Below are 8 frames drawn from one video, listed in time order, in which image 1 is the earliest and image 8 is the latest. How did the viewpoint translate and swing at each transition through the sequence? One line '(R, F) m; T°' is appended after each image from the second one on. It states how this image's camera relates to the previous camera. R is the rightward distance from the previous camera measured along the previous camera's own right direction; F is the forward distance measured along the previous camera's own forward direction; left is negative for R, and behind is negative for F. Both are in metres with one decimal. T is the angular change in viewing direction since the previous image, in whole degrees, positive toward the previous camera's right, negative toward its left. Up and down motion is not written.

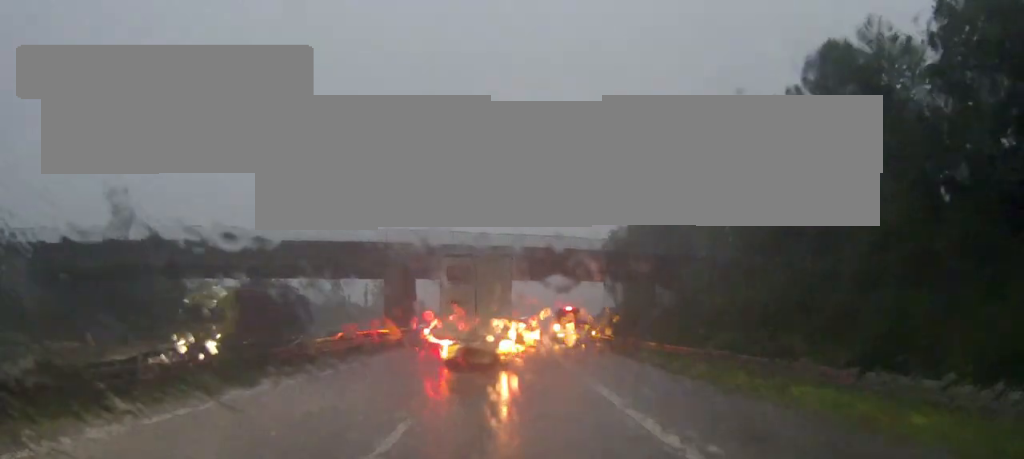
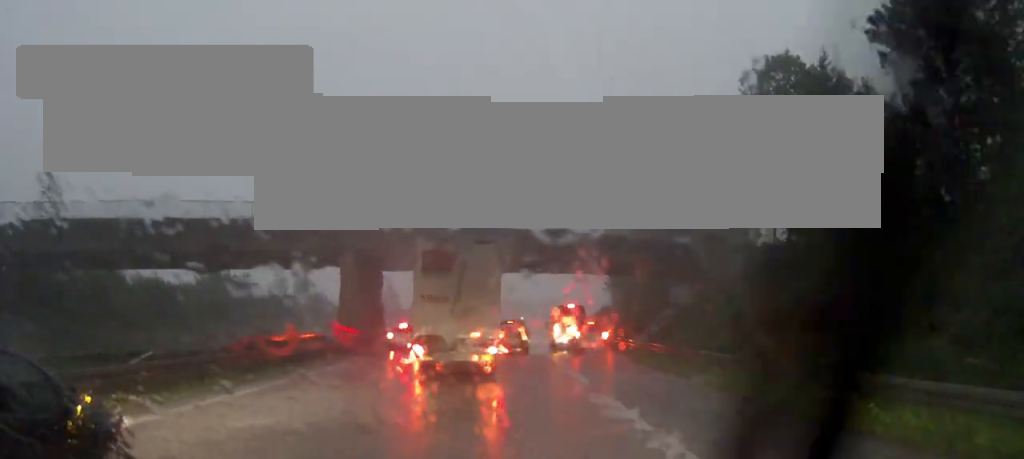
(+0.1, +9.8) m; +2°
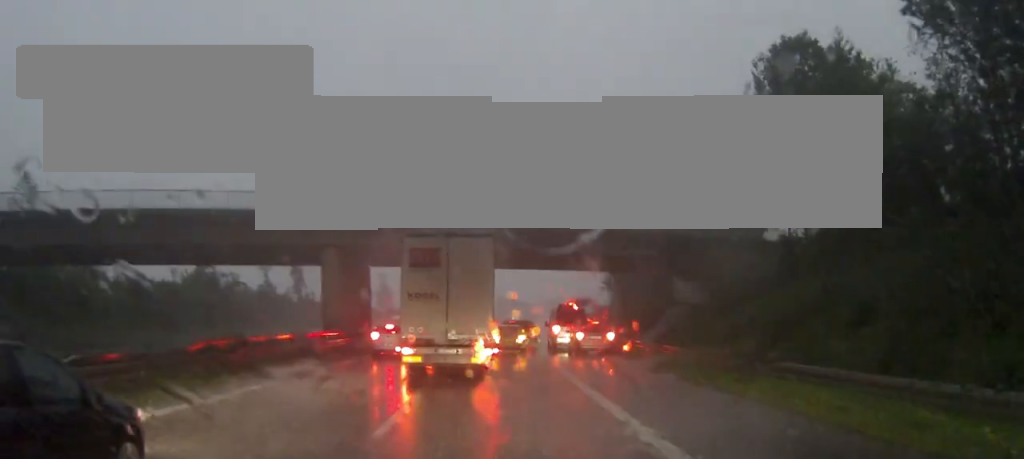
(0.0, +3.0) m; 0°
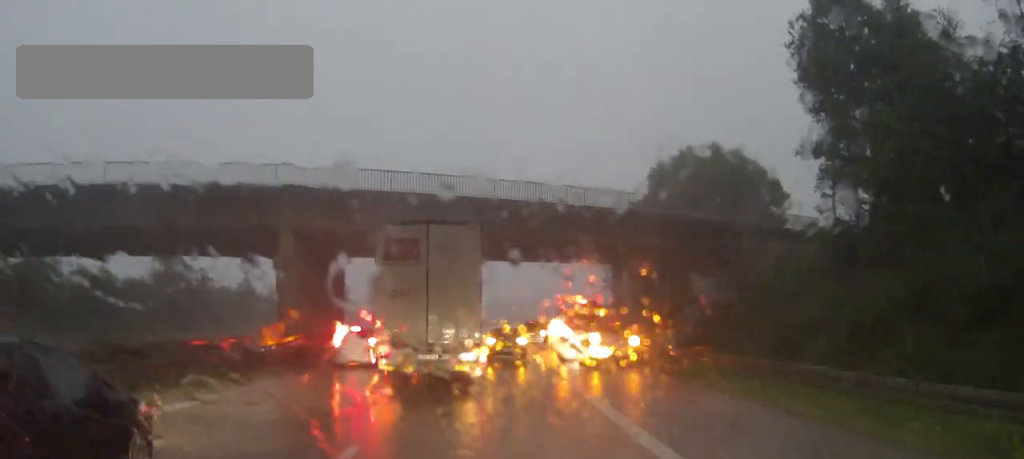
(-0.1, +6.4) m; -1°
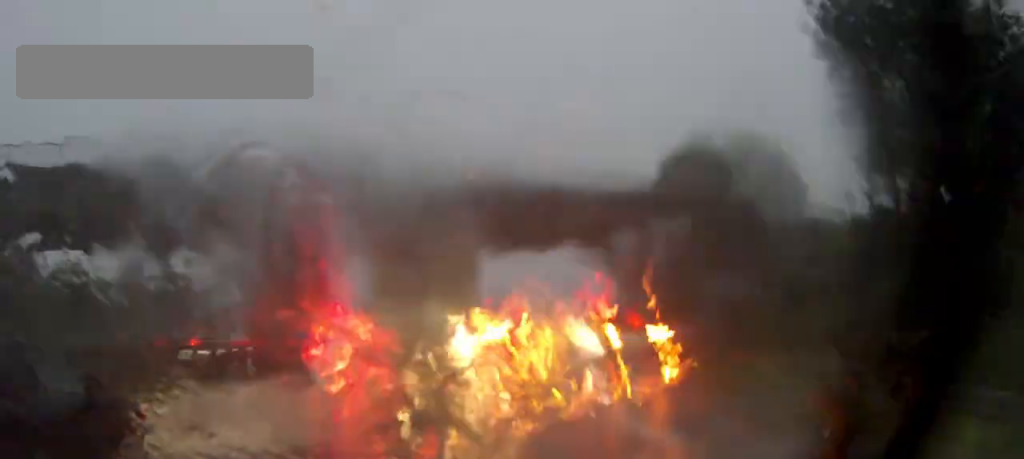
(0.0, +3.3) m; -1°
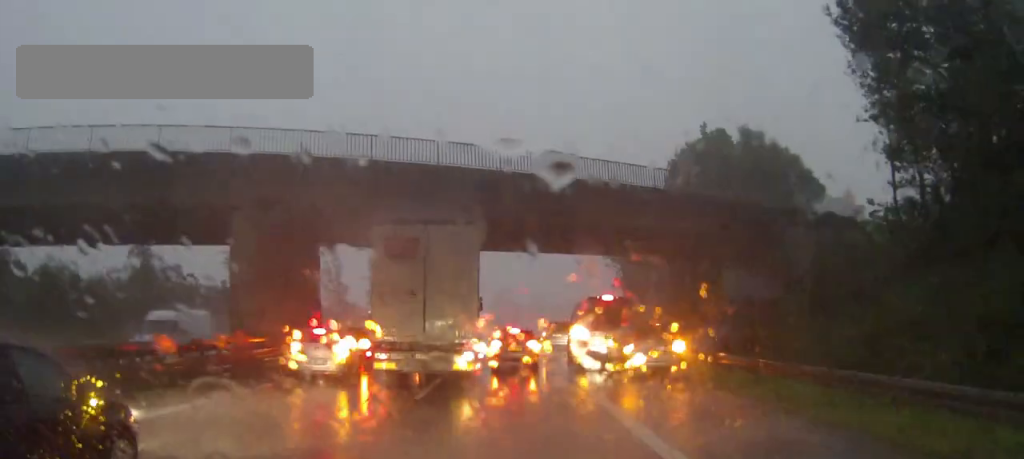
(0.0, +2.2) m; -1°
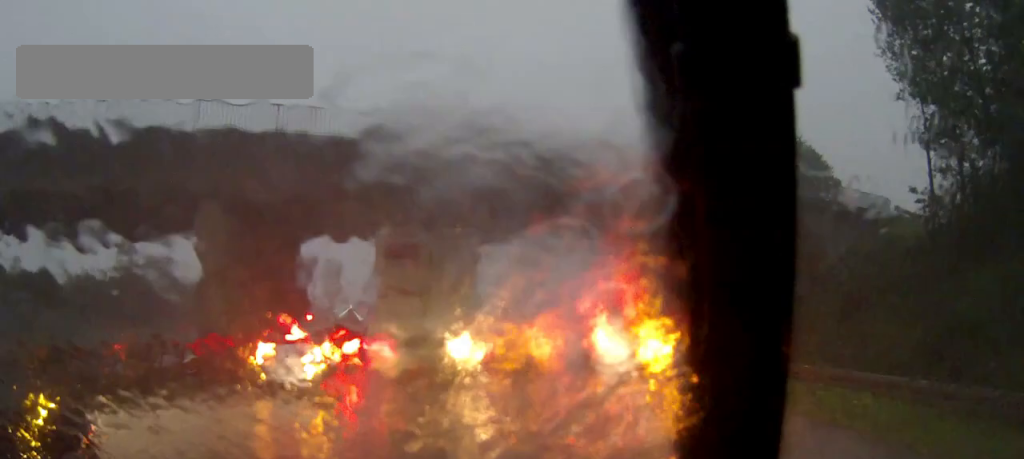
(0.0, +2.8) m; 0°
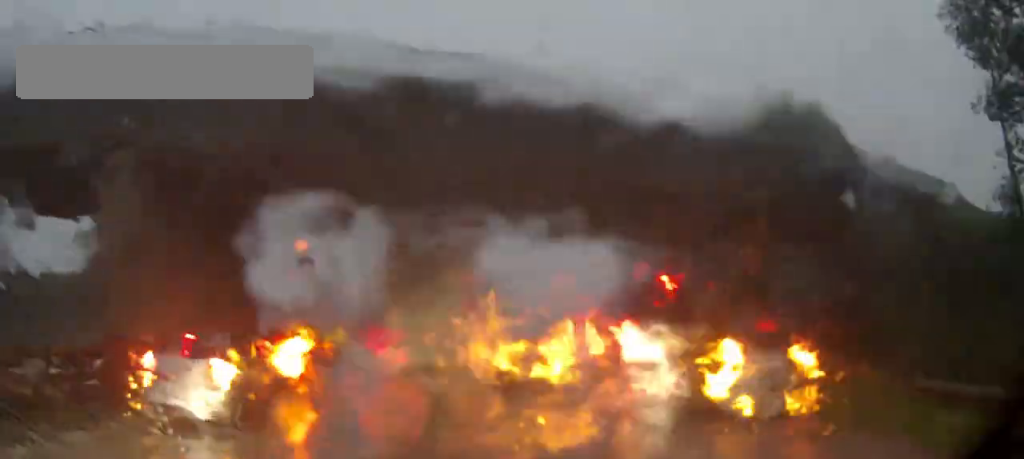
(+0.2, +5.6) m; +3°
